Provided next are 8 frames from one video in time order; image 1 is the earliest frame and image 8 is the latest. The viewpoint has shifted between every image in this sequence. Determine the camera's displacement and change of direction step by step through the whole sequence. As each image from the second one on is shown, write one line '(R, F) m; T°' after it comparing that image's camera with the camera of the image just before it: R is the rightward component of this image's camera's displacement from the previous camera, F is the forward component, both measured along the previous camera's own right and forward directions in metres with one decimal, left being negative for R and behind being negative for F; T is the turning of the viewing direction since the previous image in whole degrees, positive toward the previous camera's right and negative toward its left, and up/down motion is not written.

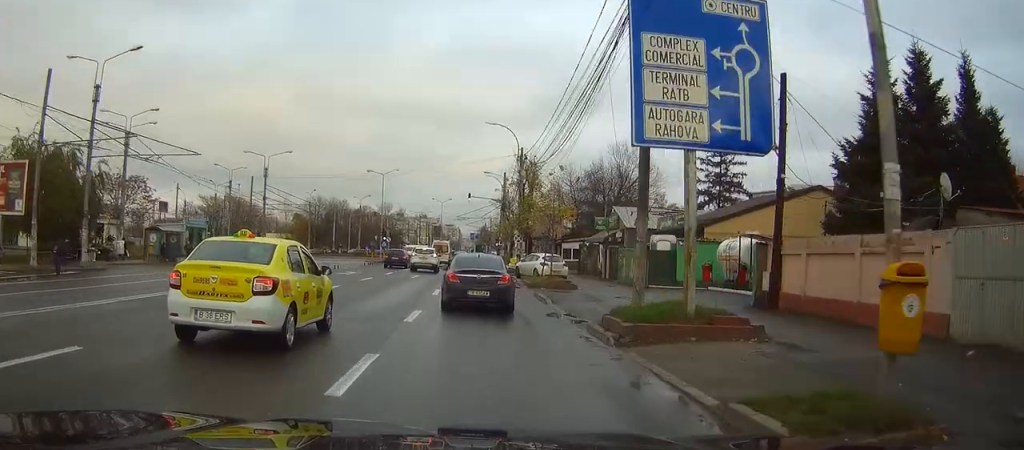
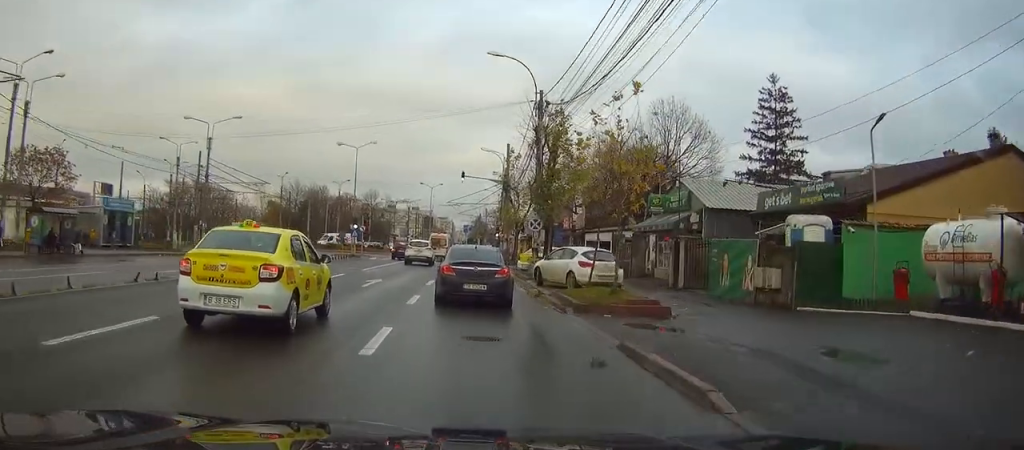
(0.0, +14.4) m; 0°
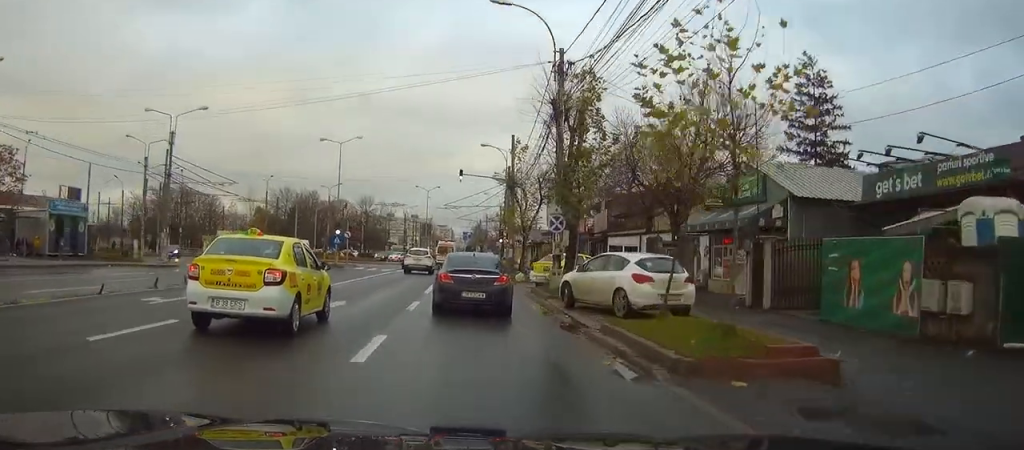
(0.0, +7.8) m; 0°
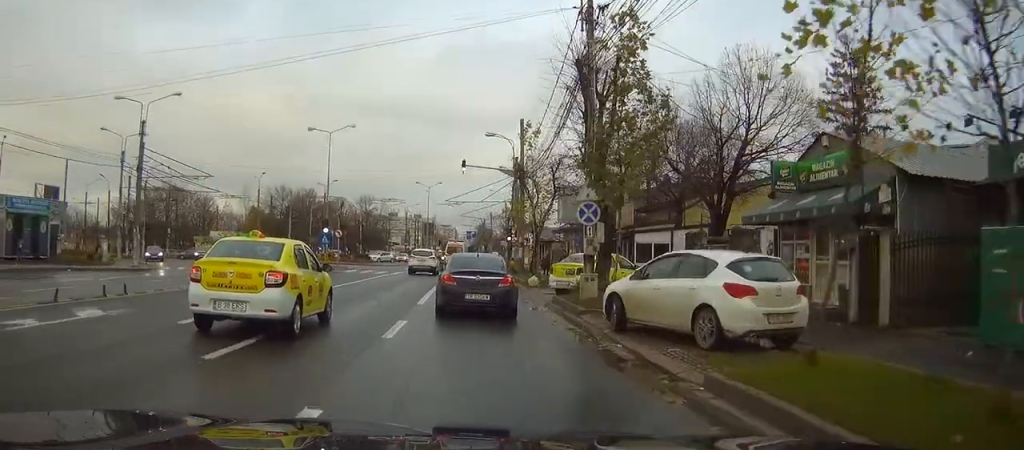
(0.0, +5.6) m; -1°
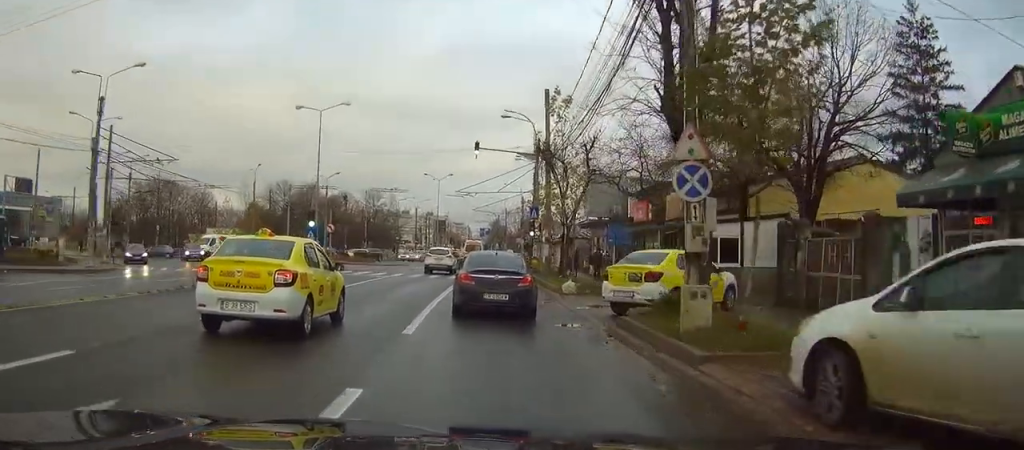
(0.0, +7.4) m; -1°
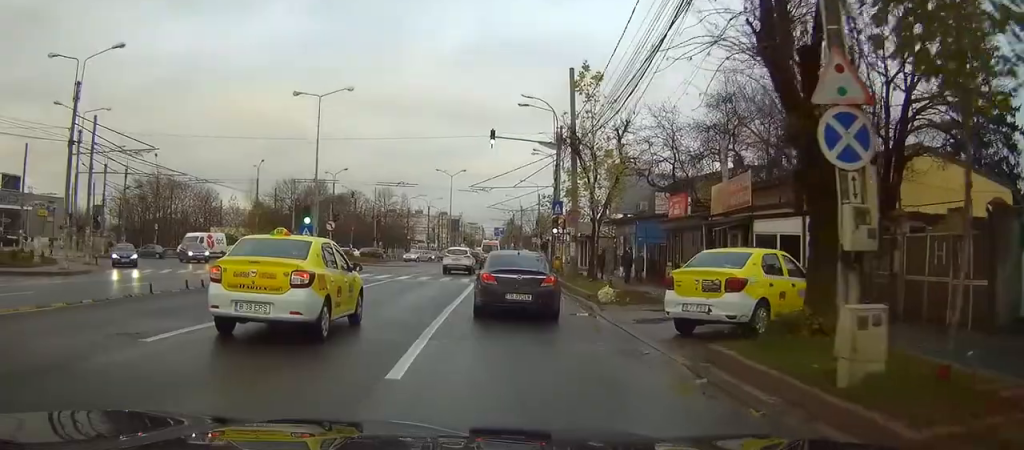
(-0.1, +4.2) m; 0°
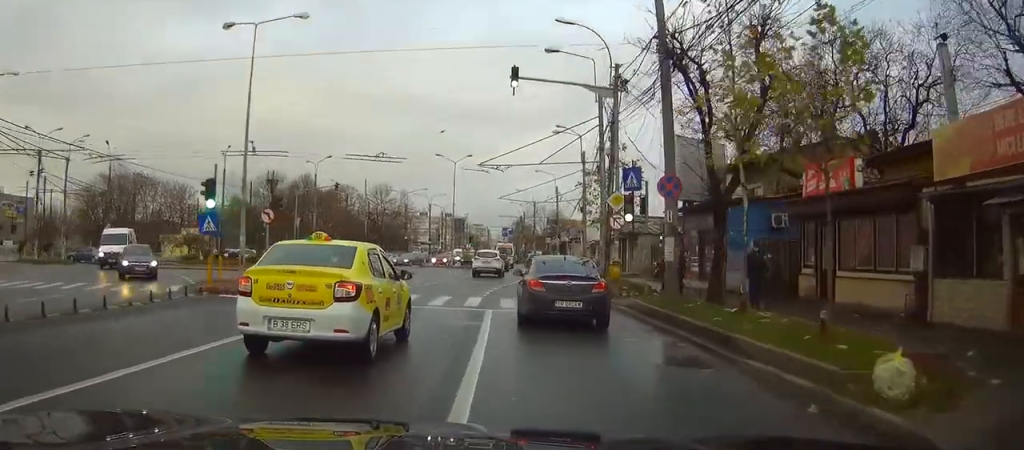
(-0.1, +13.8) m; -1°
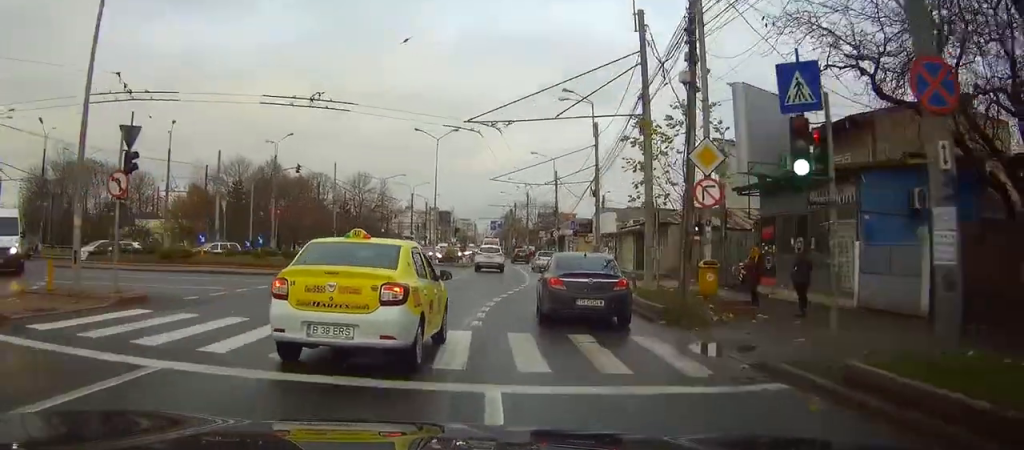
(-0.1, +11.3) m; +1°
